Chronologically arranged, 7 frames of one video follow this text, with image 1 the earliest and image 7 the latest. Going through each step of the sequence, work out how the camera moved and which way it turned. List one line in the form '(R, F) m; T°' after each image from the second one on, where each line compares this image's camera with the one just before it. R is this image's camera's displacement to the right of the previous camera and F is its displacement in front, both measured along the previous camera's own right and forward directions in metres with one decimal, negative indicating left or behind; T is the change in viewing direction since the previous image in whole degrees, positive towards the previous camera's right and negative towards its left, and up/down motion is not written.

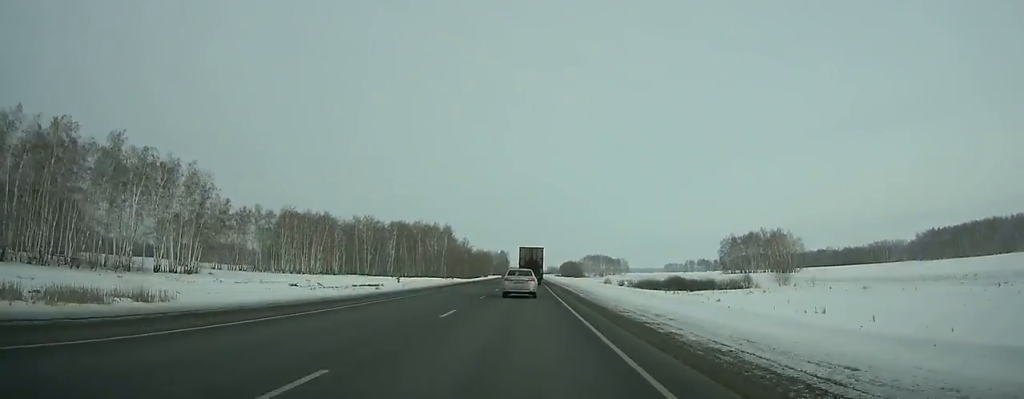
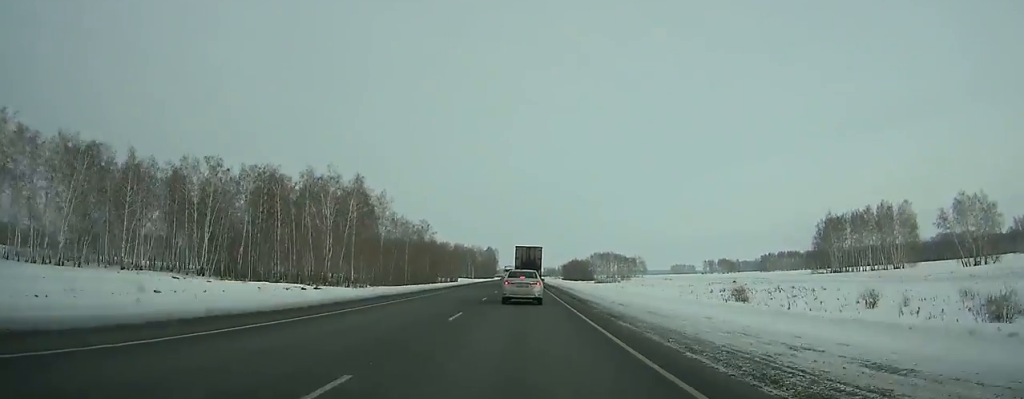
(+0.1, +106.2) m; 0°
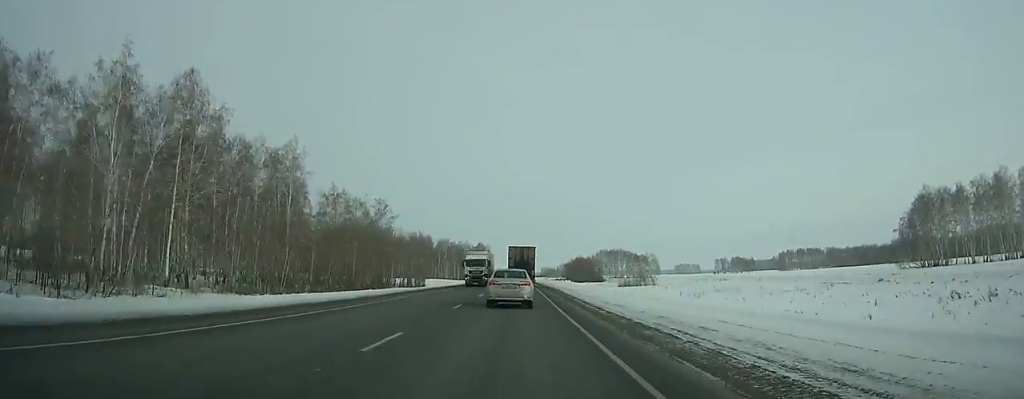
(0.0, +54.8) m; 0°
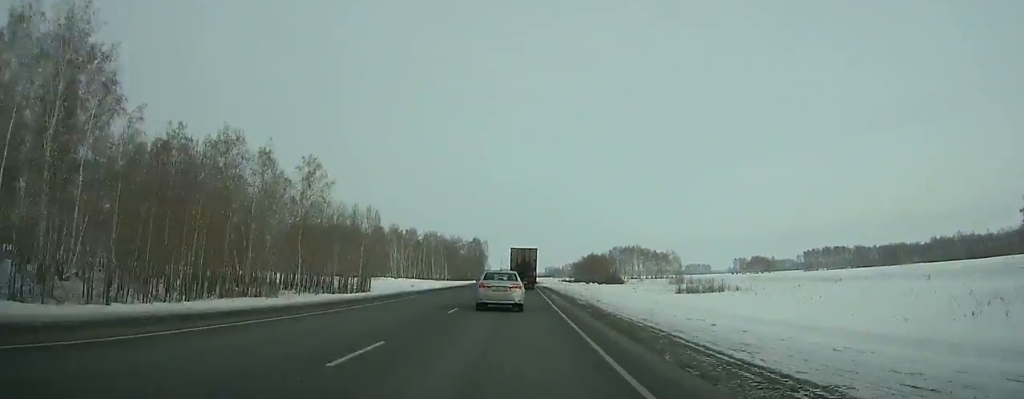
(0.0, +50.0) m; 0°
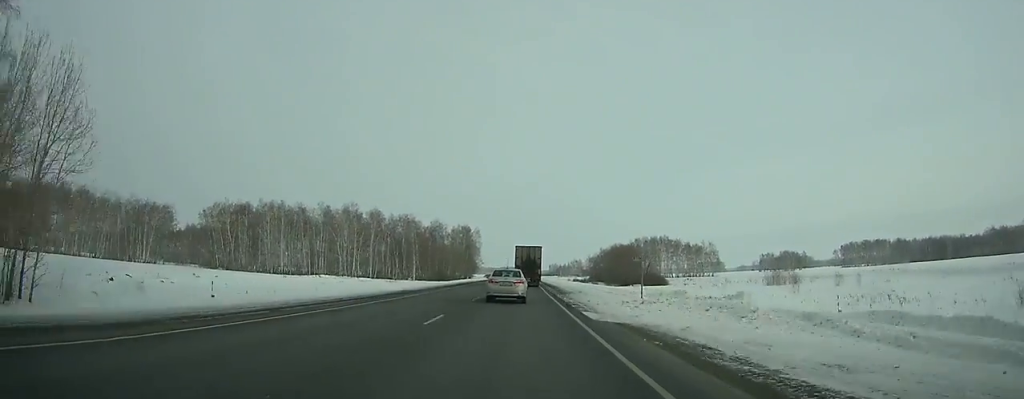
(0.0, +66.1) m; 0°
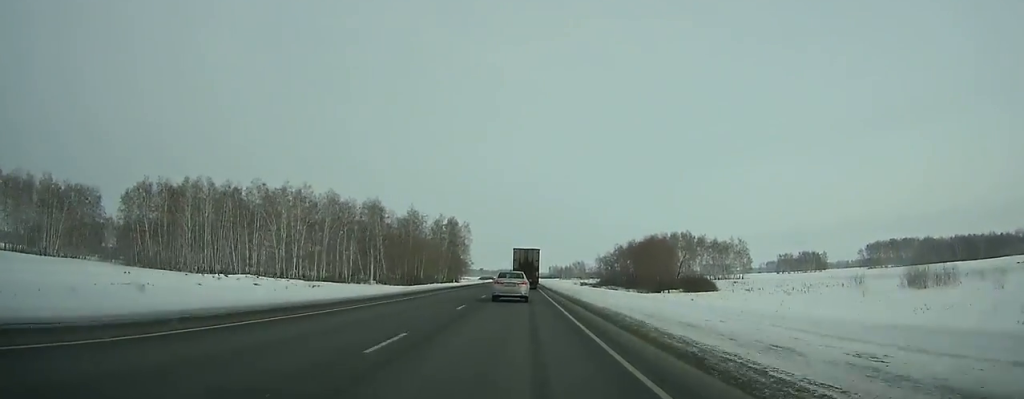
(-0.1, +41.2) m; 0°
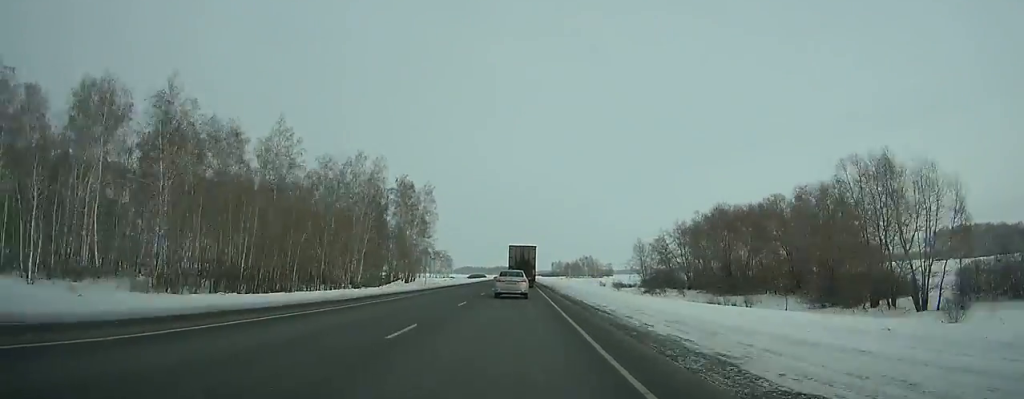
(+0.3, +81.5) m; 0°
